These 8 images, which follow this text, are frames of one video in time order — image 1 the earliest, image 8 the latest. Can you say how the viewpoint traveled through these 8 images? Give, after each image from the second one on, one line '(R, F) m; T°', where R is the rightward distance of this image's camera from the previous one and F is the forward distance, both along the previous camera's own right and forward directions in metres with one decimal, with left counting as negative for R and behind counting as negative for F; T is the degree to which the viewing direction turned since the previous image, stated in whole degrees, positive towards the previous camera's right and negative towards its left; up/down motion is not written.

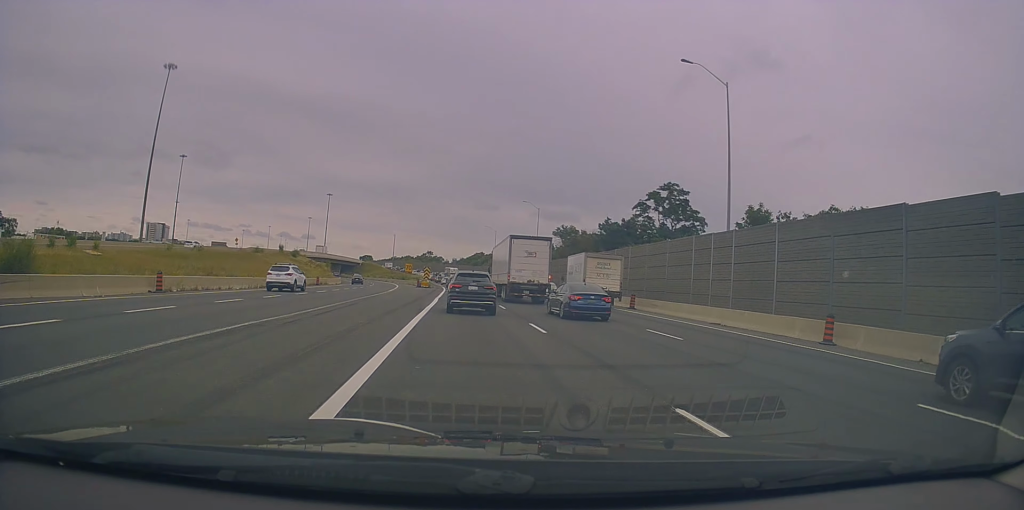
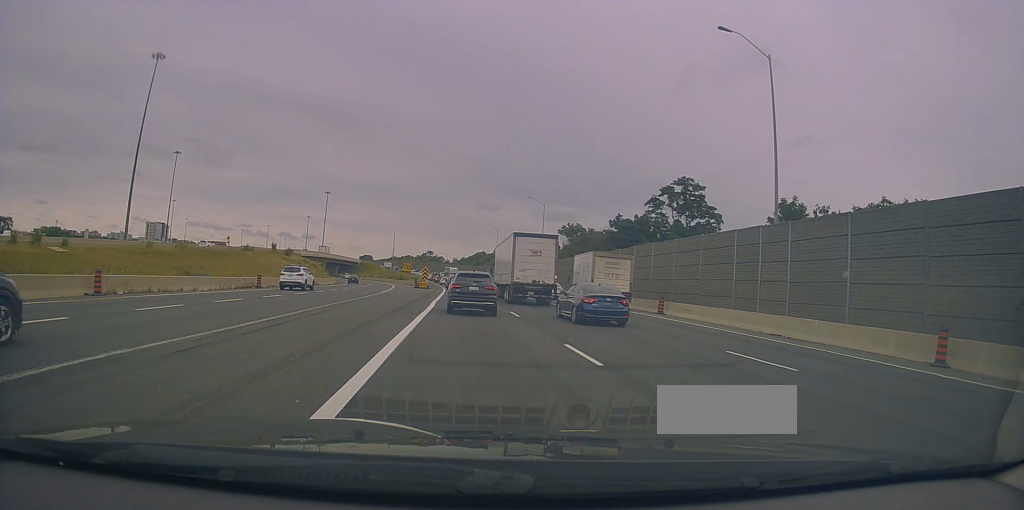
(0.0, +5.6) m; +1°
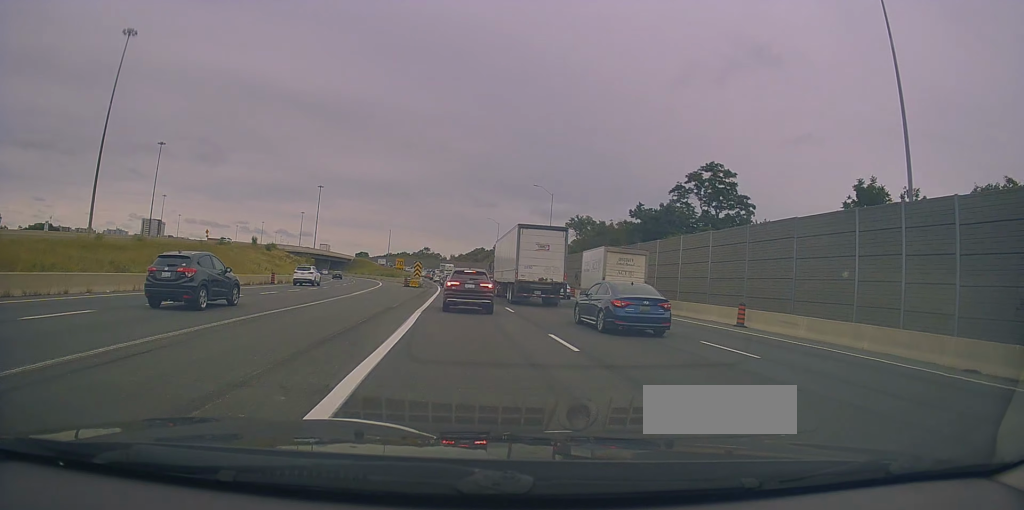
(+0.1, +10.8) m; +2°
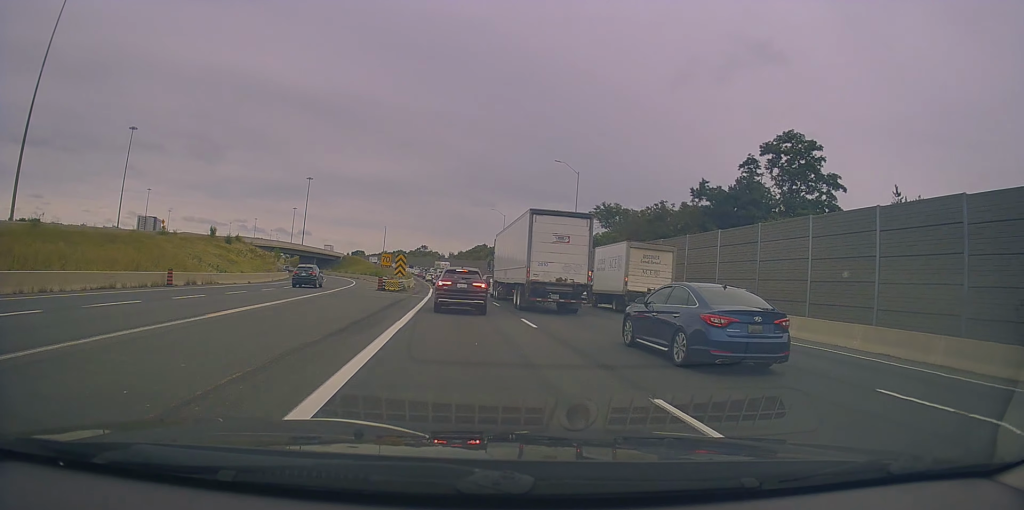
(-0.1, +20.0) m; -3°
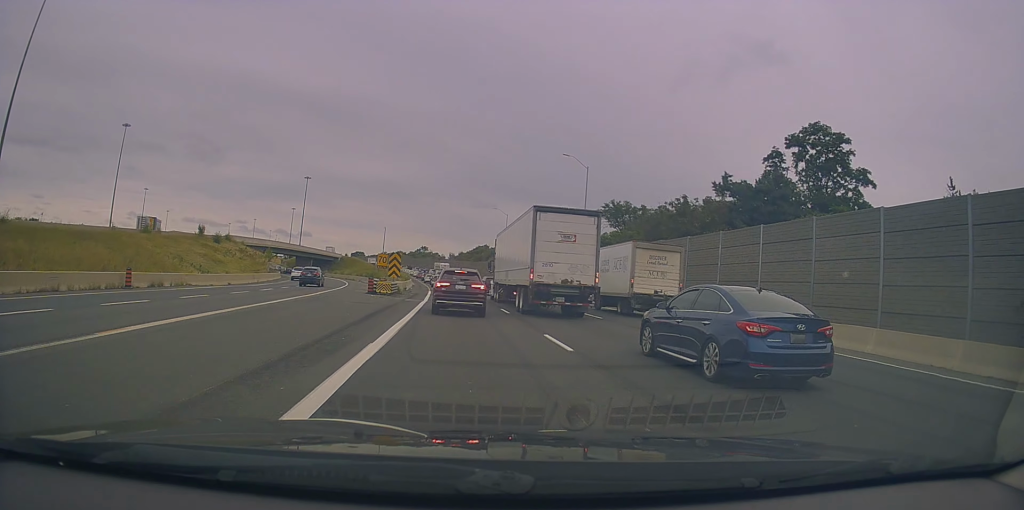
(0.0, +4.7) m; +2°
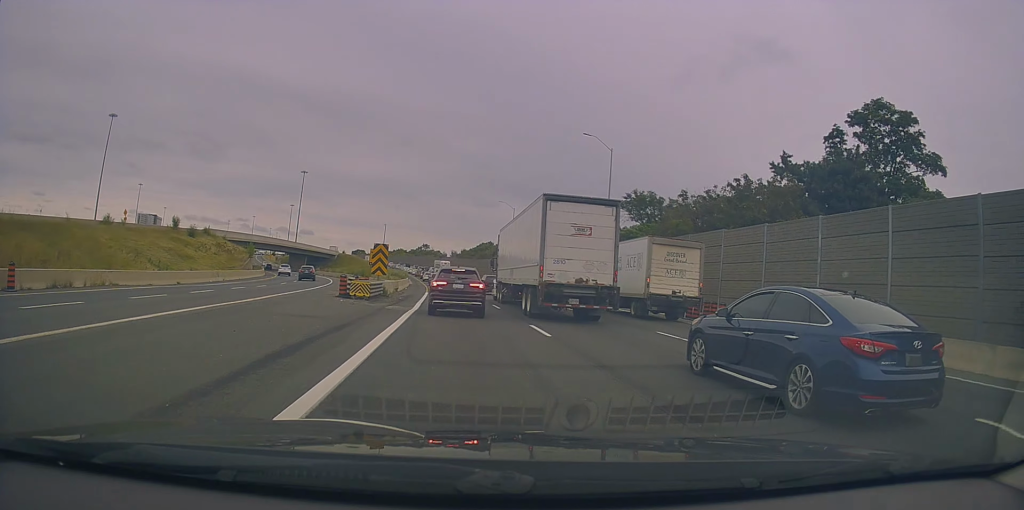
(+0.2, +9.3) m; +2°
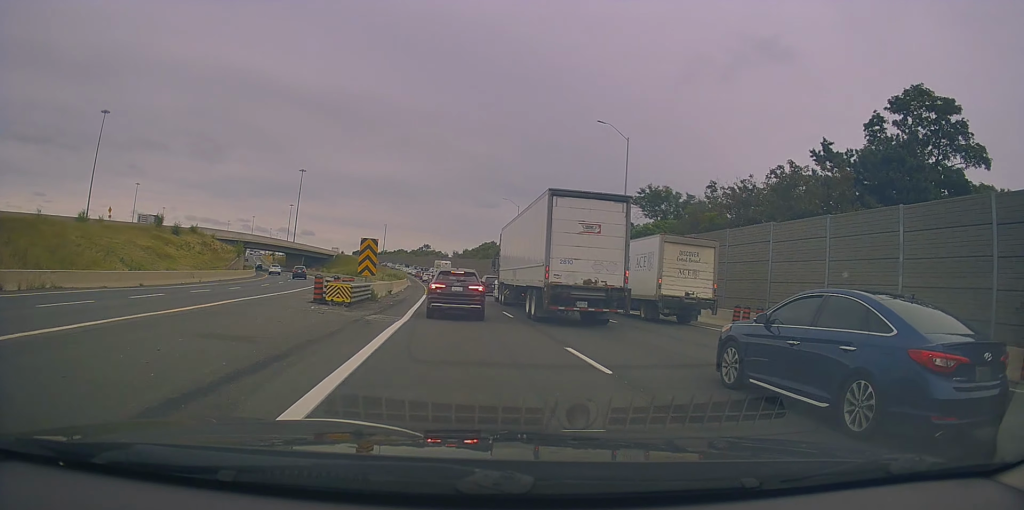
(+0.3, +5.2) m; 0°
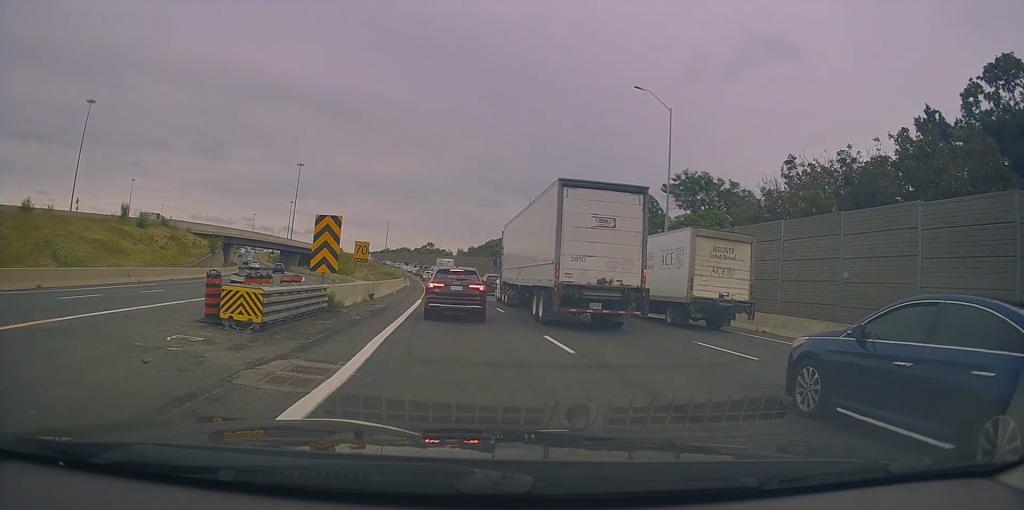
(-0.6, +10.0) m; -4°
